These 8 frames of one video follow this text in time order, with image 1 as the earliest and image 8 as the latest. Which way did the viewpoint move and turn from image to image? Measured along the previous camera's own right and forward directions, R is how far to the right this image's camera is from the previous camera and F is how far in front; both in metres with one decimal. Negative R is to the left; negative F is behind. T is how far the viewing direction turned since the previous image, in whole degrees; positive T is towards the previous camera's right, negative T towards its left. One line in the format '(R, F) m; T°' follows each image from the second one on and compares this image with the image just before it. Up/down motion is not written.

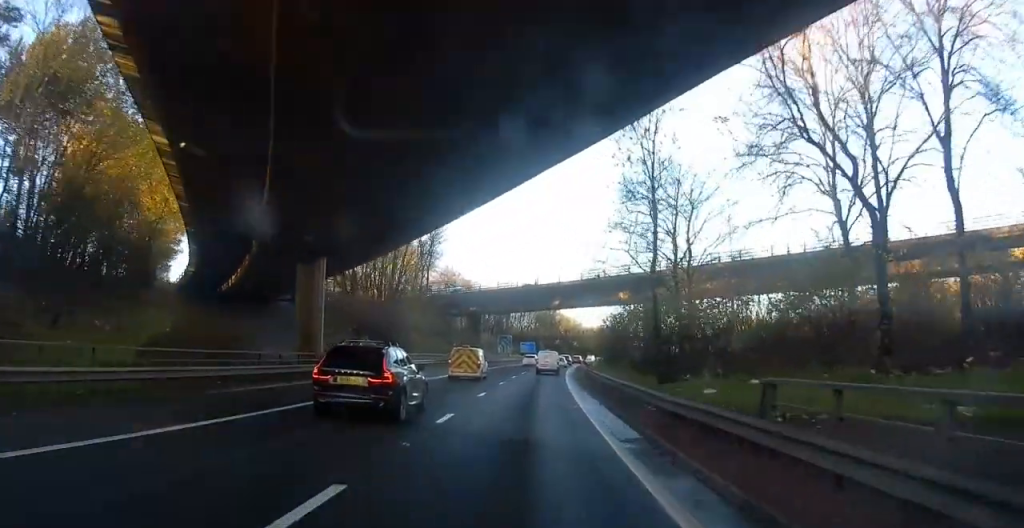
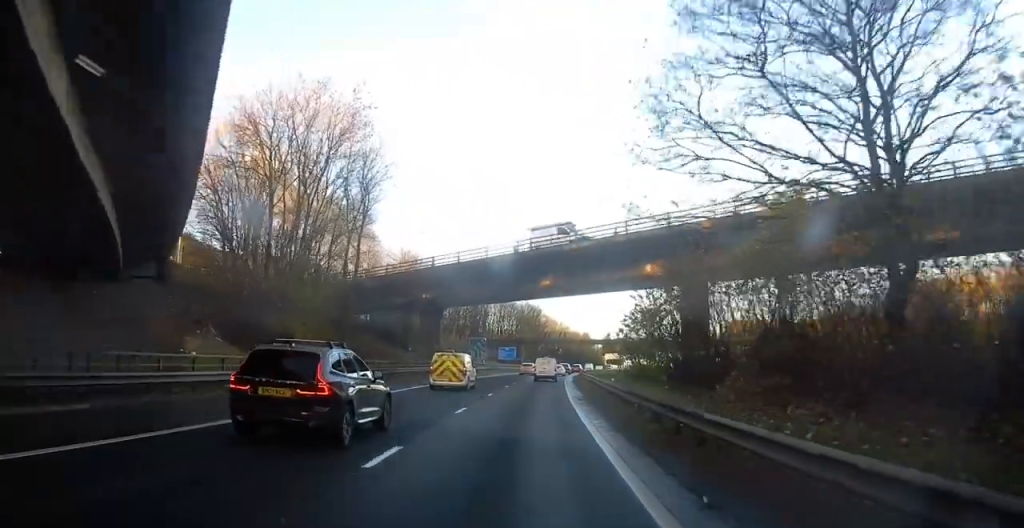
(+0.1, +24.4) m; +1°
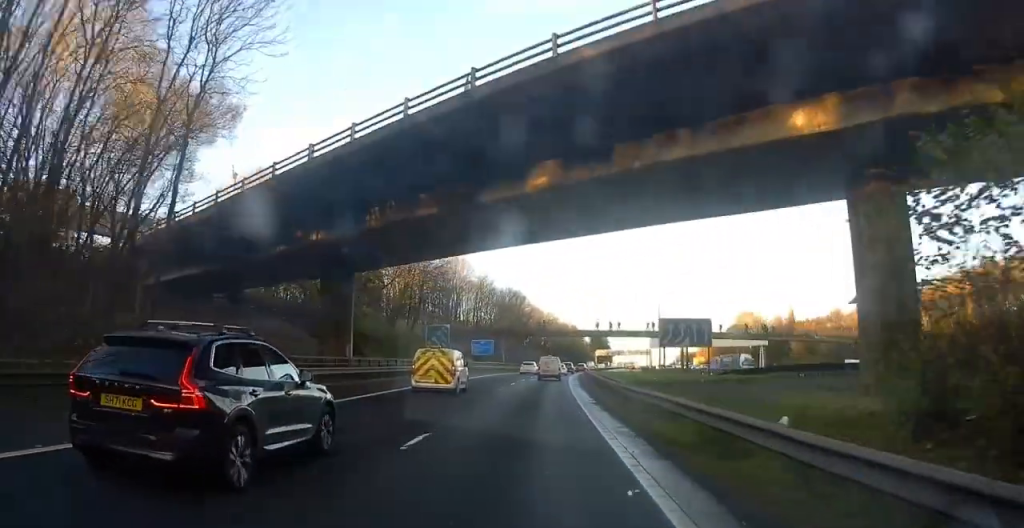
(+0.3, +26.5) m; +1°
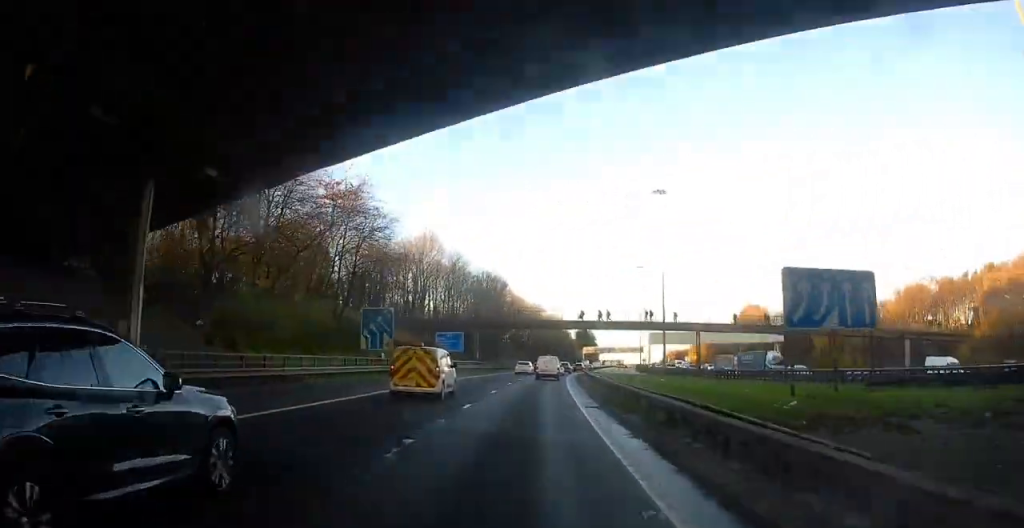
(+0.1, +20.0) m; +1°
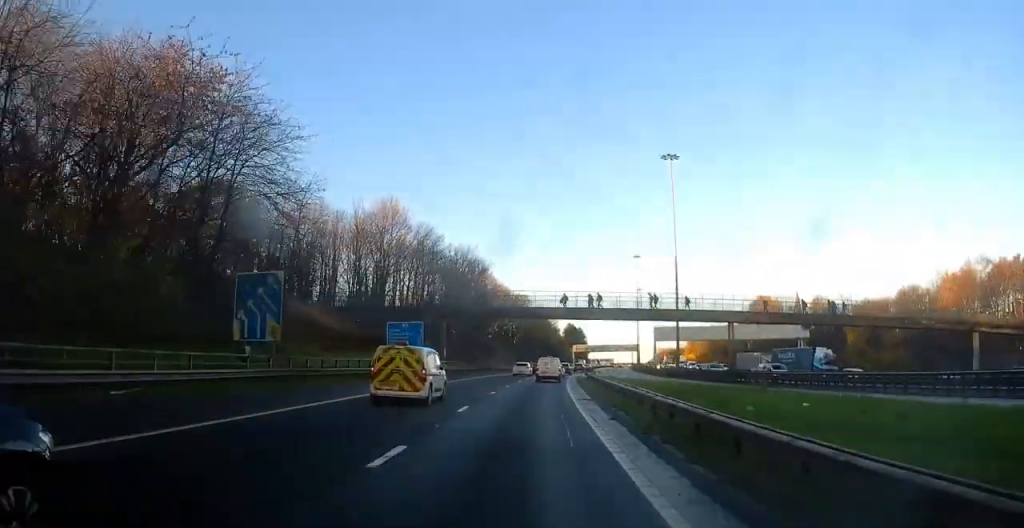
(+0.2, +19.9) m; +2°
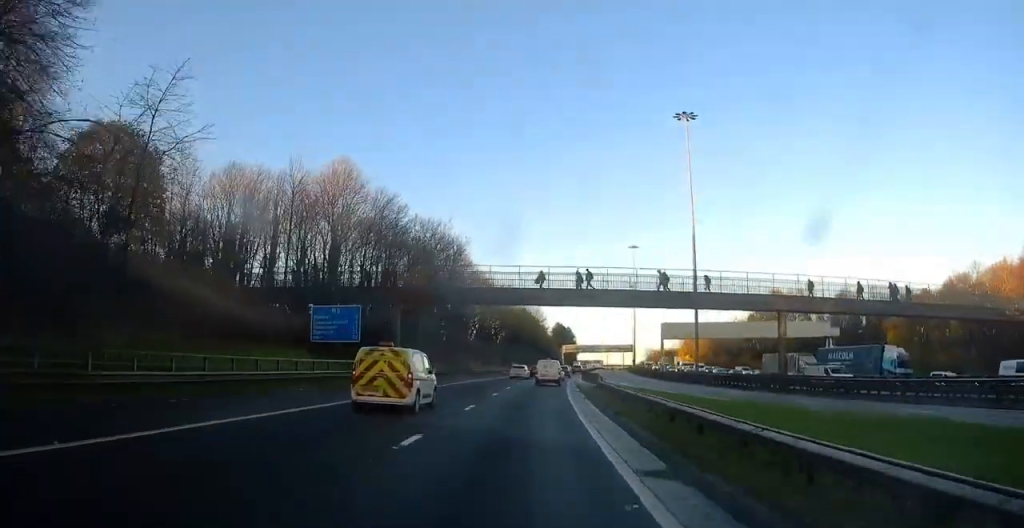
(+0.3, +17.8) m; +2°
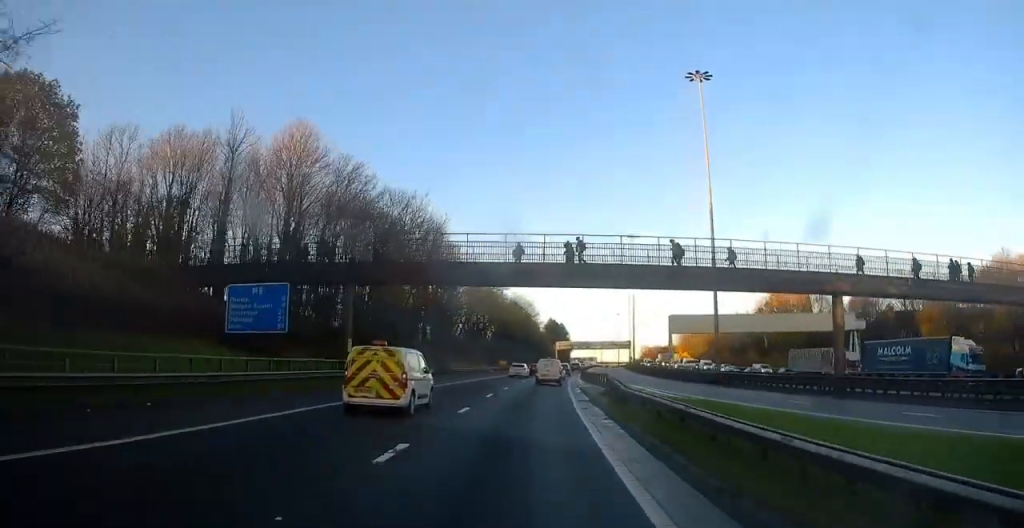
(+0.1, +11.5) m; +1°
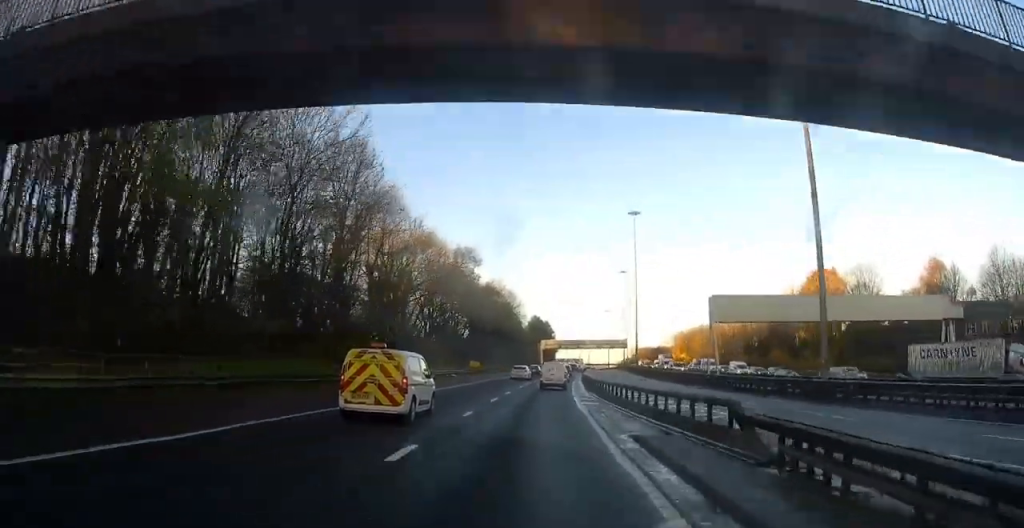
(-1.5, +27.1) m; -1°
